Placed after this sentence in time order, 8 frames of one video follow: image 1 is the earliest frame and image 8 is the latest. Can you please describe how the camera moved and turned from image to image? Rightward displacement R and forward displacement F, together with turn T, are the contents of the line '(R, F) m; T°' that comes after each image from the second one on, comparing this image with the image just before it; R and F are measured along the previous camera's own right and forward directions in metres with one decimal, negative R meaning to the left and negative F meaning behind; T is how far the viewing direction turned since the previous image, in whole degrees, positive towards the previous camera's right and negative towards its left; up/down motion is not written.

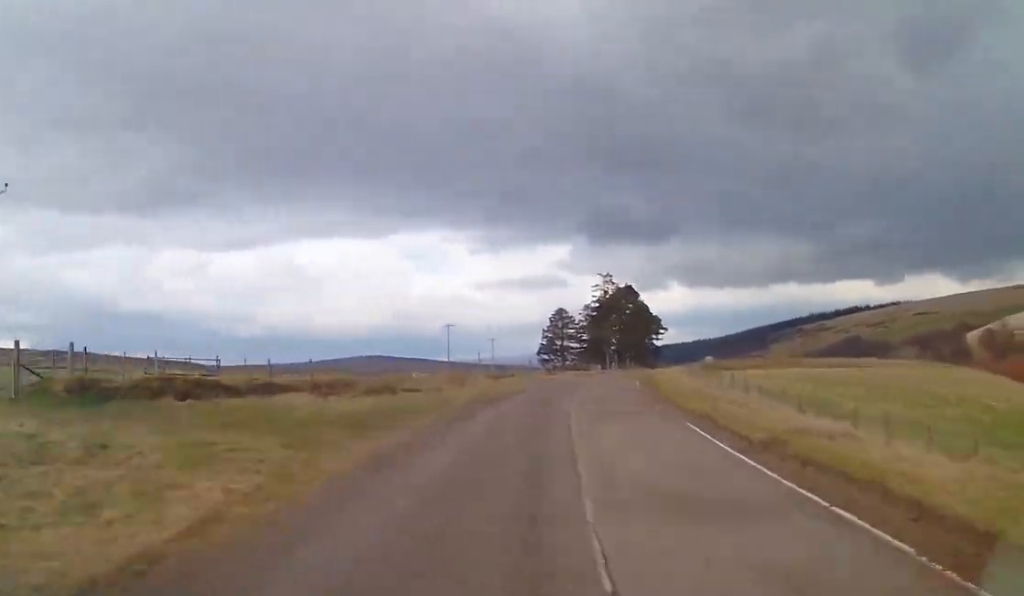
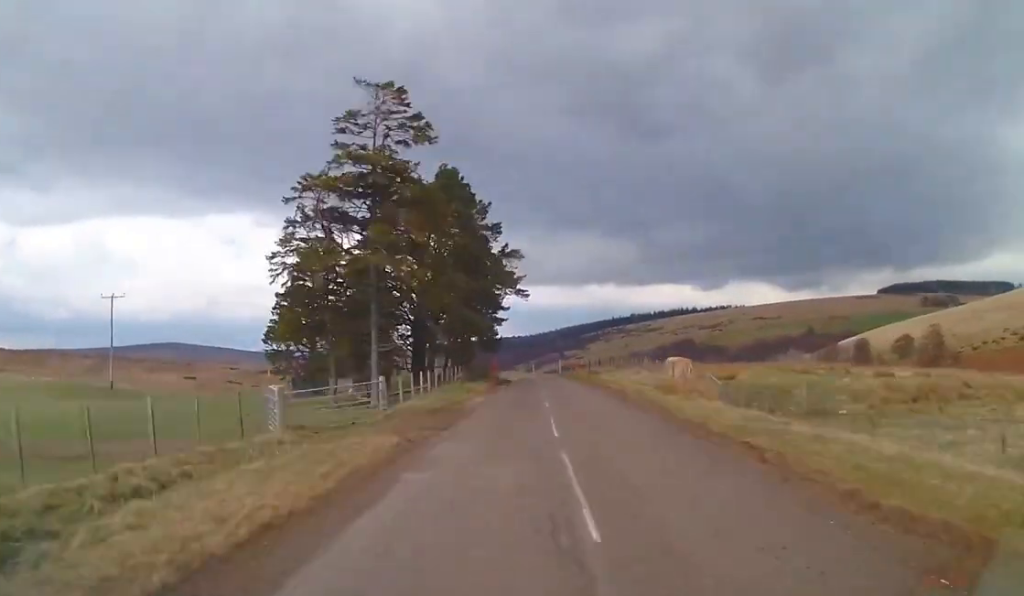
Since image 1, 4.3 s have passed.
(+9.0, +74.1) m; +12°
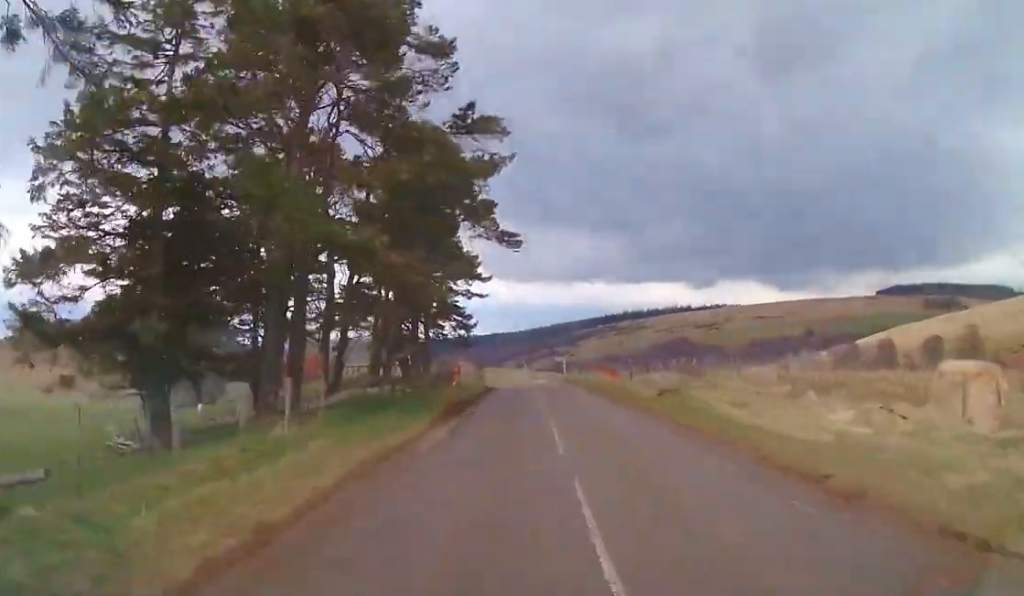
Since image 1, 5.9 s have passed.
(+0.7, +29.6) m; 0°
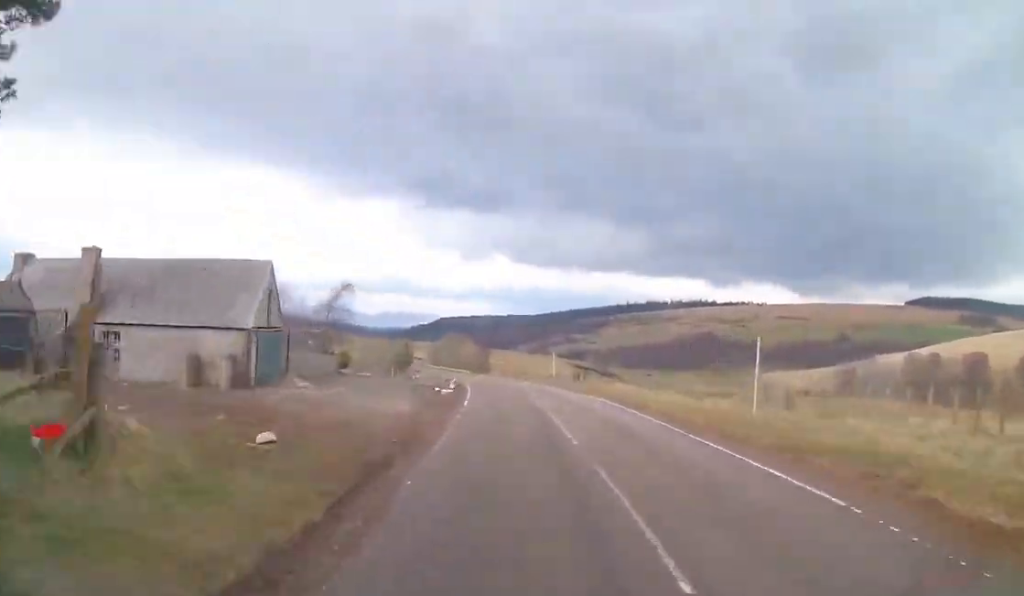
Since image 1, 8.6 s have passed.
(-0.4, +50.9) m; -3°
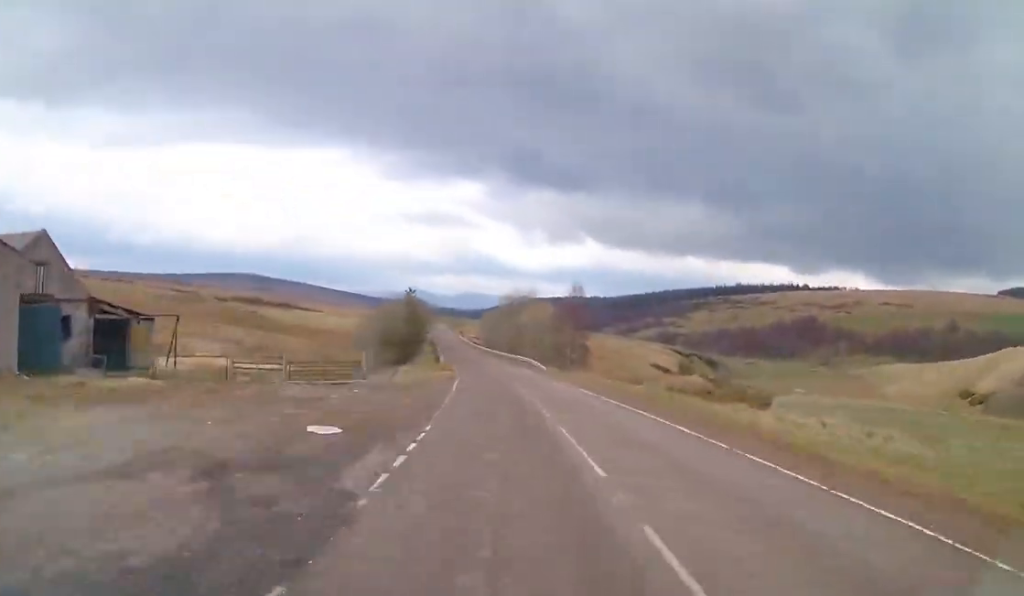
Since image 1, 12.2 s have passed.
(-4.0, +72.4) m; -6°
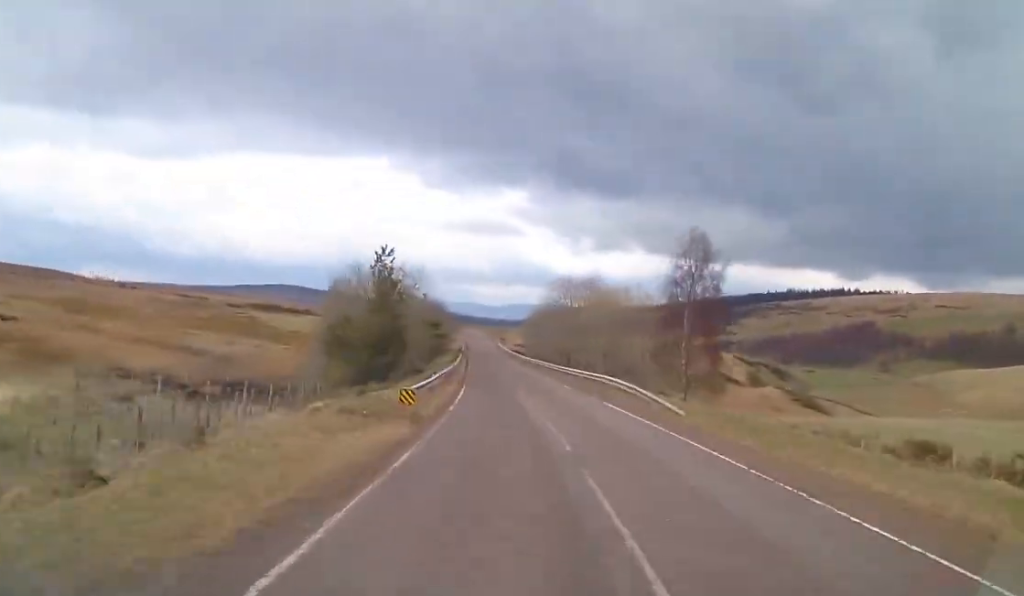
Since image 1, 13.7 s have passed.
(-0.5, +30.4) m; -2°
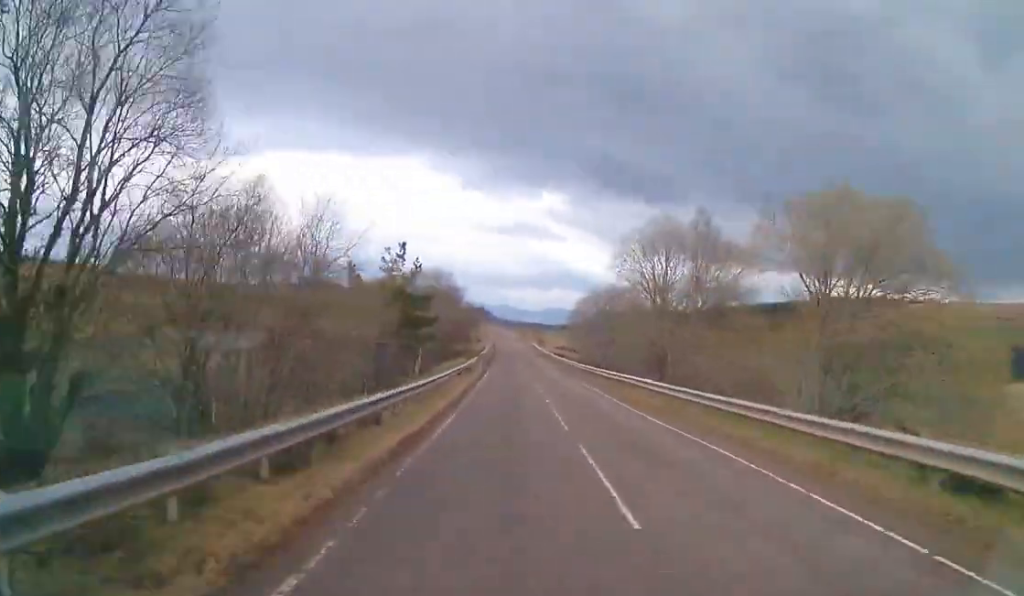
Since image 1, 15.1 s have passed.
(-0.9, +30.2) m; -2°
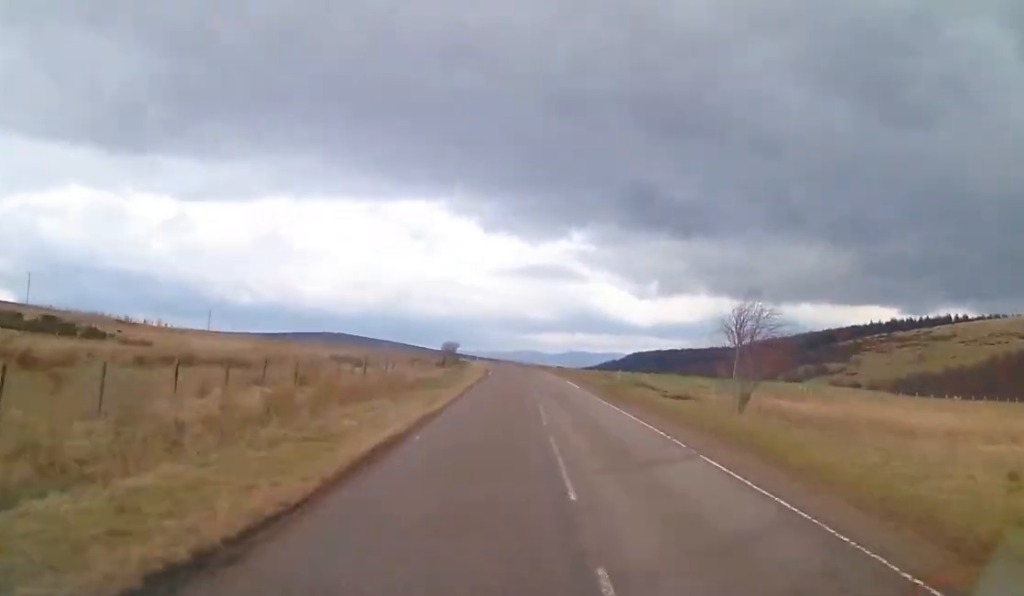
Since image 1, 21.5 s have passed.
(-6.6, +144.9) m; -5°
